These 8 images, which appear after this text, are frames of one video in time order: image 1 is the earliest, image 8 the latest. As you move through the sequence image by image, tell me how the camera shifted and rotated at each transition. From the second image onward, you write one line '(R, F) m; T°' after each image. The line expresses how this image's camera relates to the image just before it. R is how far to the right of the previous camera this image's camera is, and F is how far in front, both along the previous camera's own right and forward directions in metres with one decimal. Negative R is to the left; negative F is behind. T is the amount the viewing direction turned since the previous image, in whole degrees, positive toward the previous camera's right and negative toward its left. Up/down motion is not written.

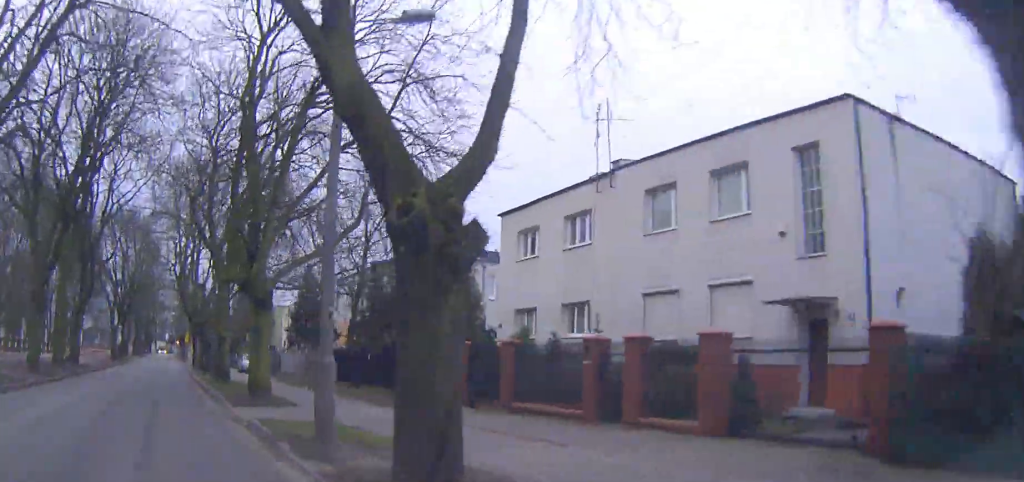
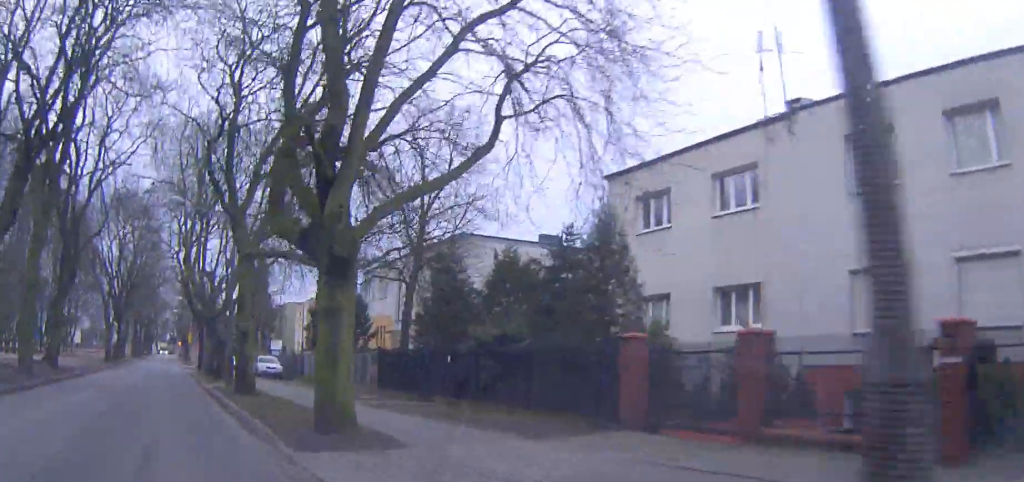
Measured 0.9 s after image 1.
(+0.1, +8.2) m; +1°
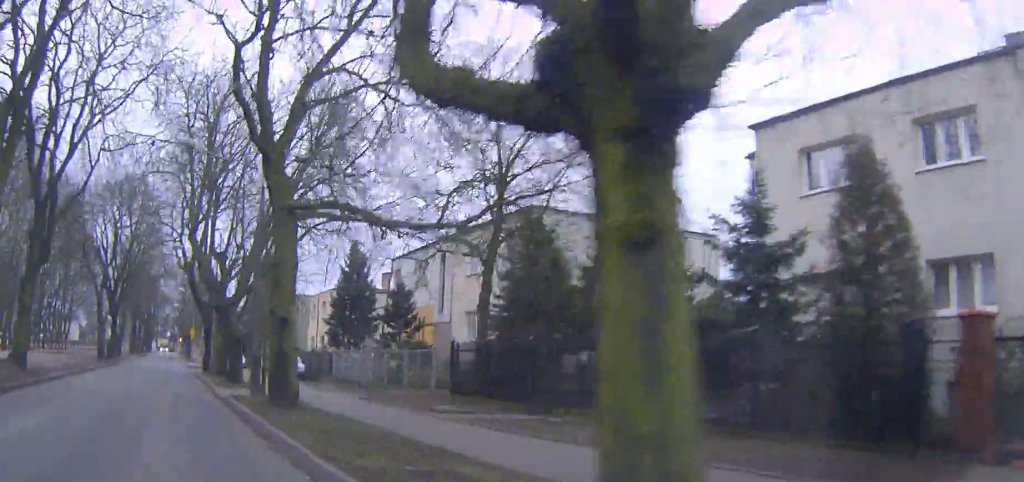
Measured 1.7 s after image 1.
(+0.1, +7.3) m; +1°
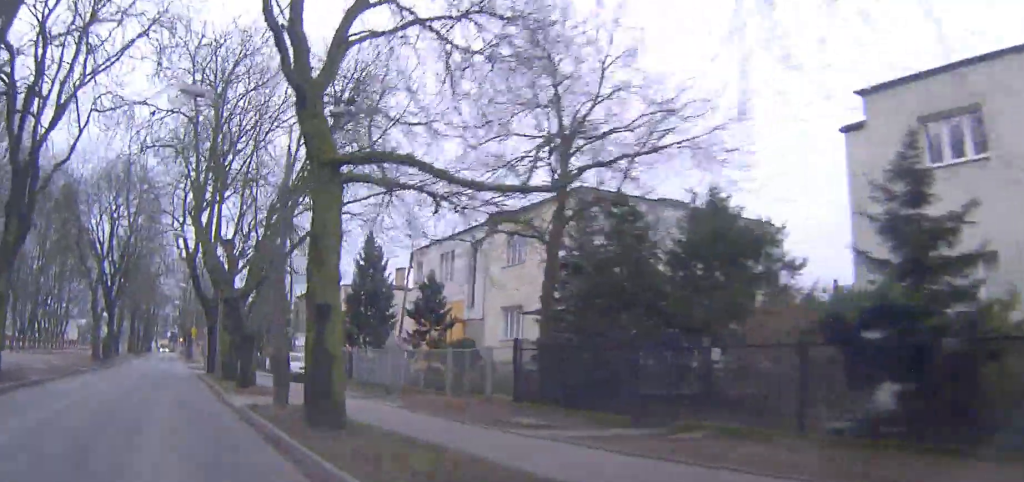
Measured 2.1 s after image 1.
(0.0, +4.0) m; 0°
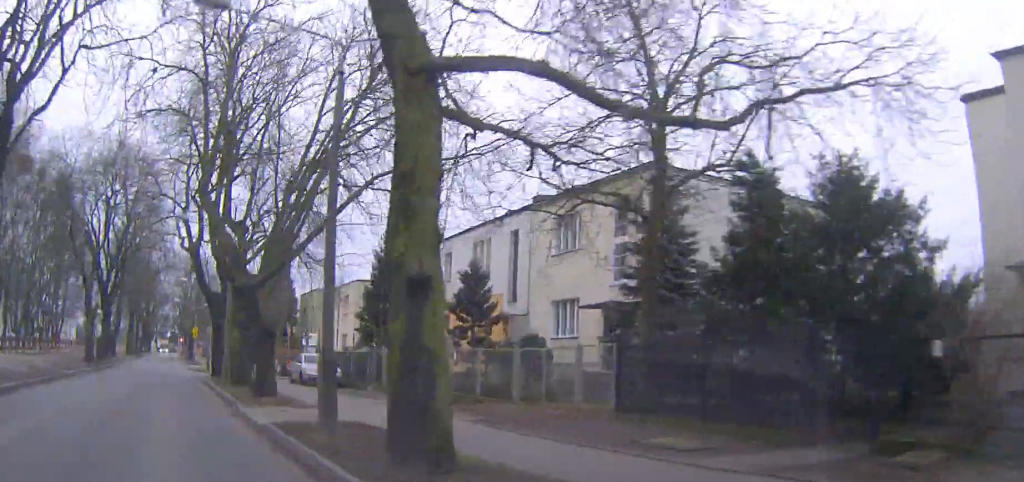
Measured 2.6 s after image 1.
(0.0, +4.2) m; 0°
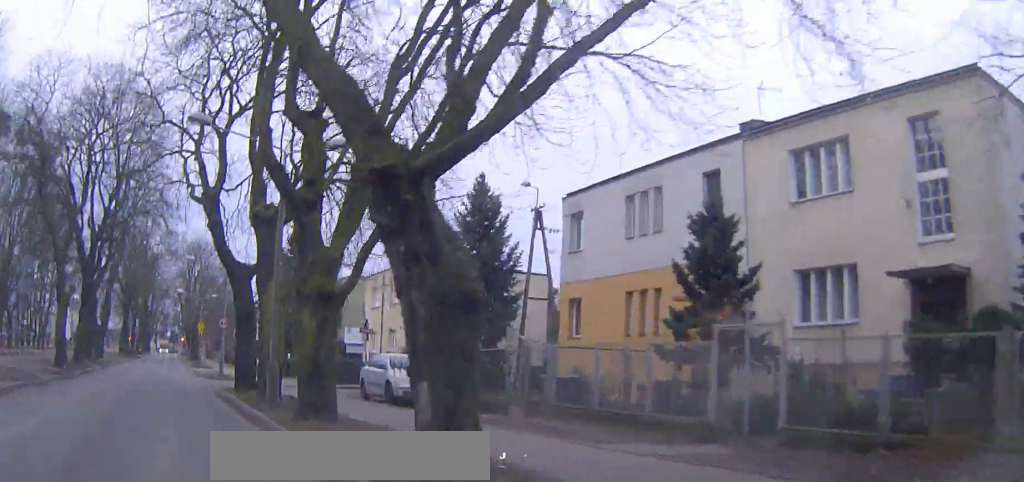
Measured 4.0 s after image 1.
(-0.2, +11.5) m; -3°
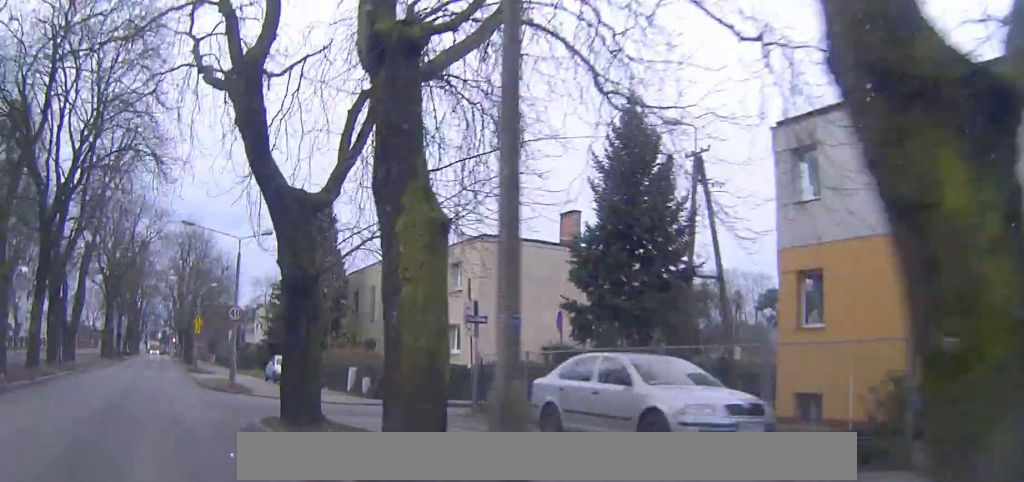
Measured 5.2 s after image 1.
(-0.4, +11.0) m; -2°
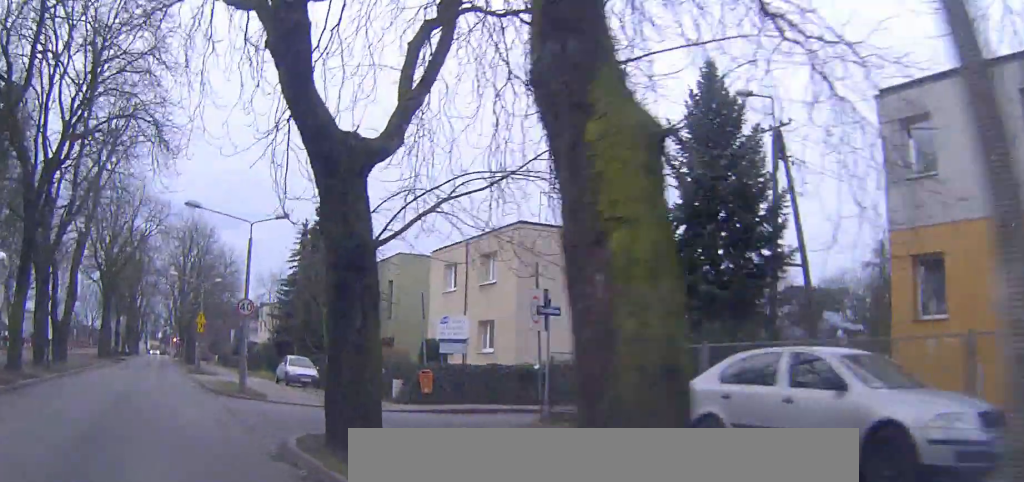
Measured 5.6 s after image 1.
(0.0, +3.6) m; 0°
